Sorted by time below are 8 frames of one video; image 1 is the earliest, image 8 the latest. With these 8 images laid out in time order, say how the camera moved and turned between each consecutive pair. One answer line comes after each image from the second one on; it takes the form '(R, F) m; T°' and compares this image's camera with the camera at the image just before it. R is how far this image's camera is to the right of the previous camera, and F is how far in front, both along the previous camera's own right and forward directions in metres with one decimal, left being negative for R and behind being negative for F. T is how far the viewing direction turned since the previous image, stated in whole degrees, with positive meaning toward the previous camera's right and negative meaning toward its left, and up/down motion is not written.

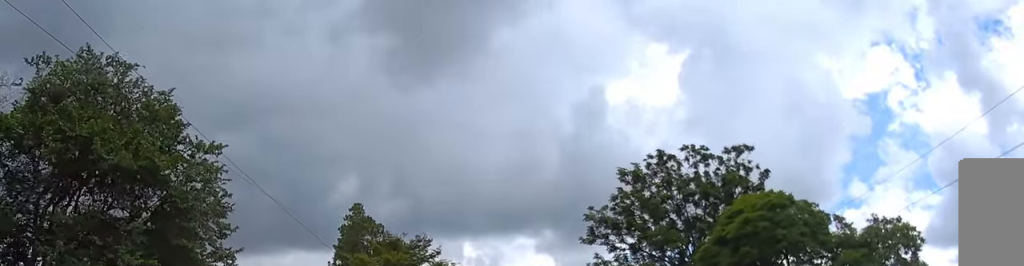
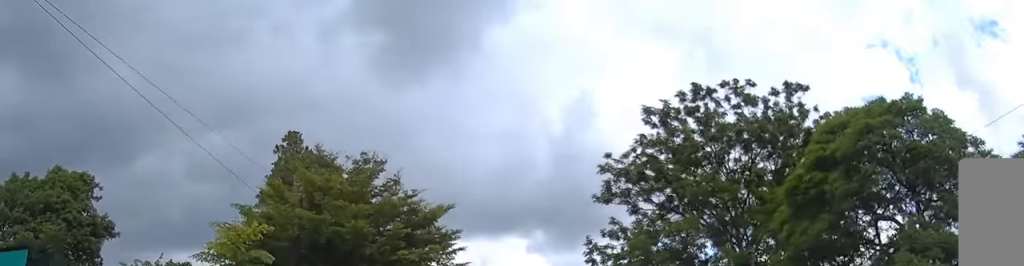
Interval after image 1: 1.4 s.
(0.0, +16.6) m; 0°
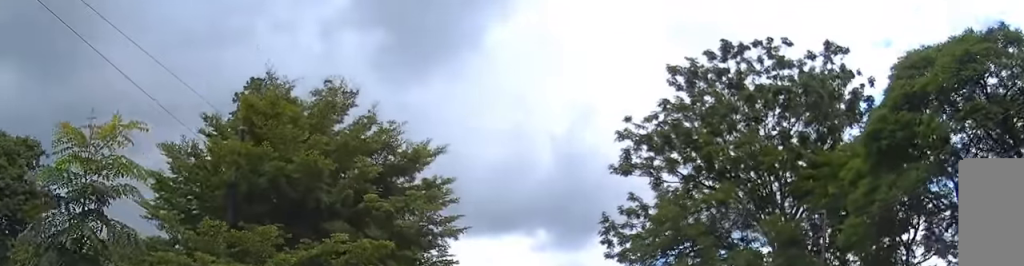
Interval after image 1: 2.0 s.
(0.0, +7.5) m; 0°
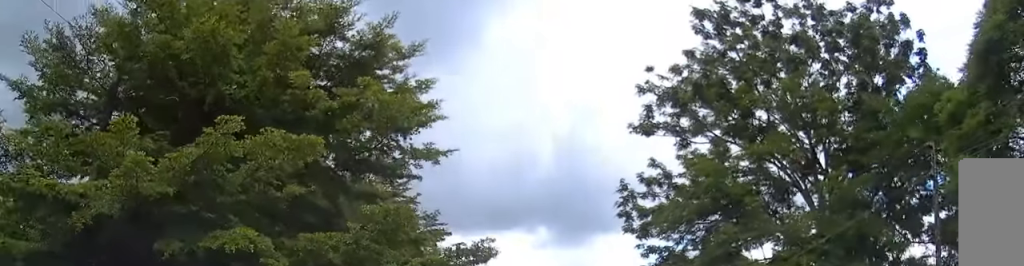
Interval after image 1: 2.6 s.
(0.0, +7.7) m; 0°
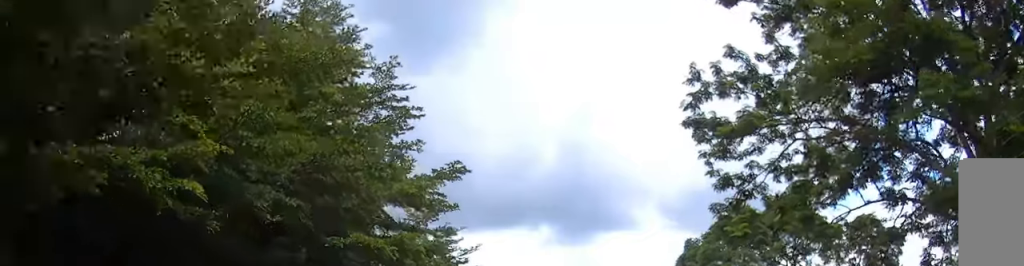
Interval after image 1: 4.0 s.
(-0.1, +16.3) m; -1°
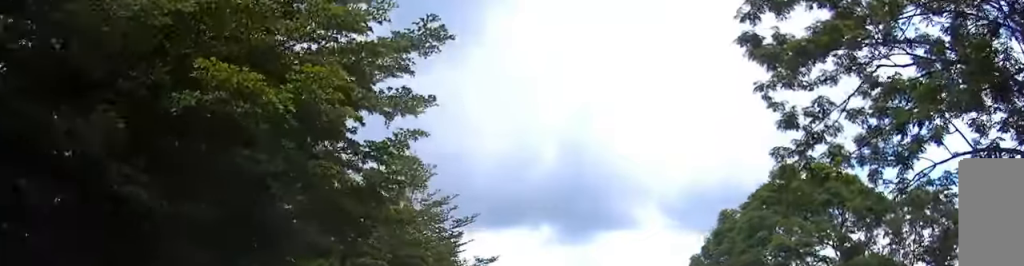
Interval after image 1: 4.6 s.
(-0.1, +8.0) m; 0°
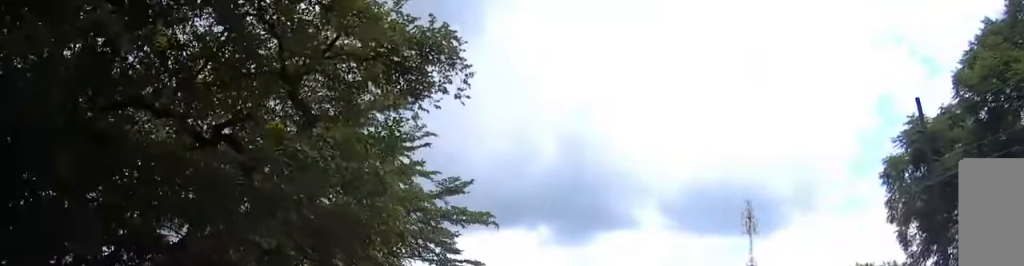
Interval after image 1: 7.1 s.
(-0.1, +30.8) m; 0°
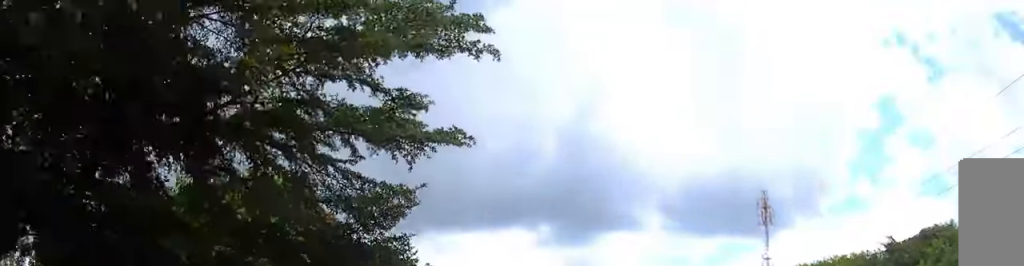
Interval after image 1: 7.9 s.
(+0.1, +9.7) m; +1°
